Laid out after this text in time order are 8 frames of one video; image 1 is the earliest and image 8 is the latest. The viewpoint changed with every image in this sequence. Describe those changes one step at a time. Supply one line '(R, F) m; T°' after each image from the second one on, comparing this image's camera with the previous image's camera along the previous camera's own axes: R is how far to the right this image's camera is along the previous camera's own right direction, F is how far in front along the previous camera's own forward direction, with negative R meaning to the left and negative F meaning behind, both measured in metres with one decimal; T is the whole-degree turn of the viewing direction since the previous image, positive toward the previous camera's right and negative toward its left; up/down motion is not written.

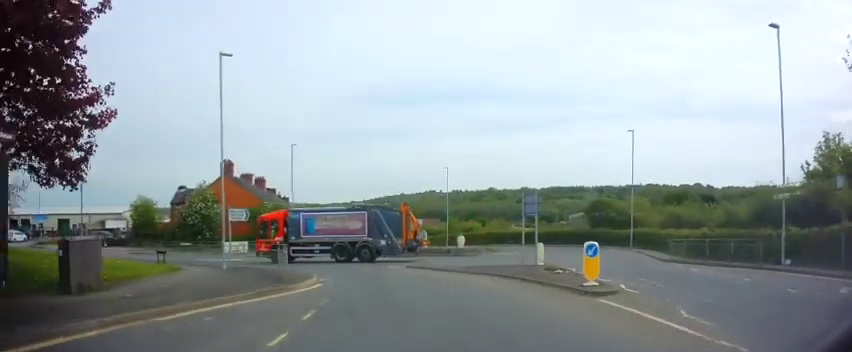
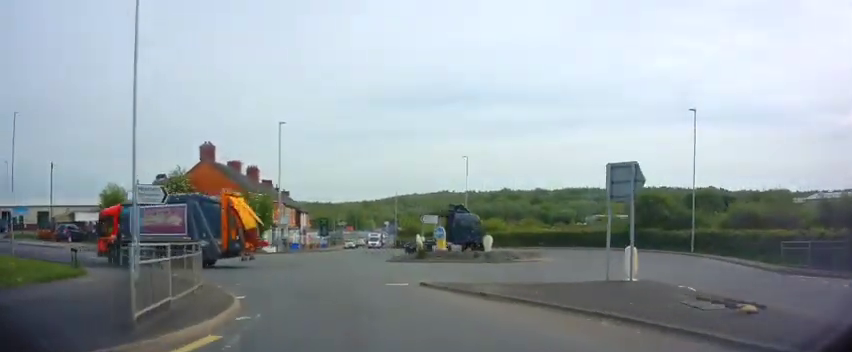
(-0.1, +8.6) m; -5°
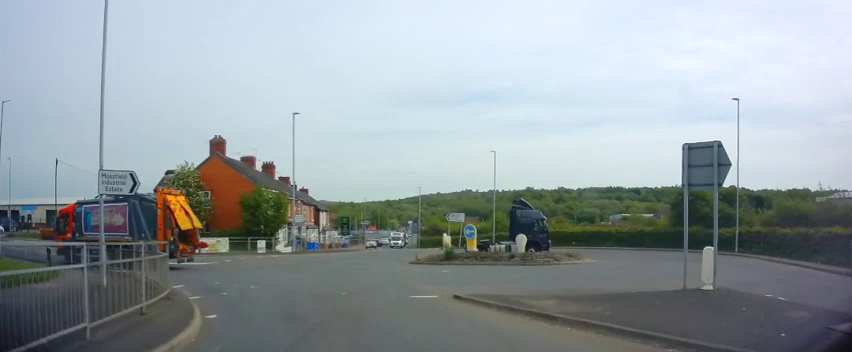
(-0.2, +3.0) m; -3°
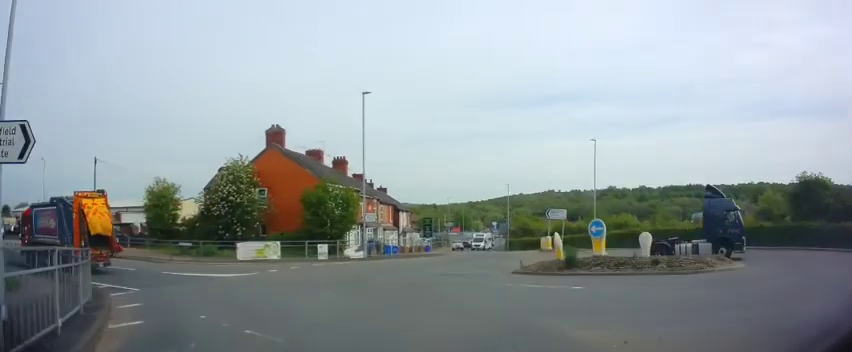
(-0.3, +6.1) m; -7°
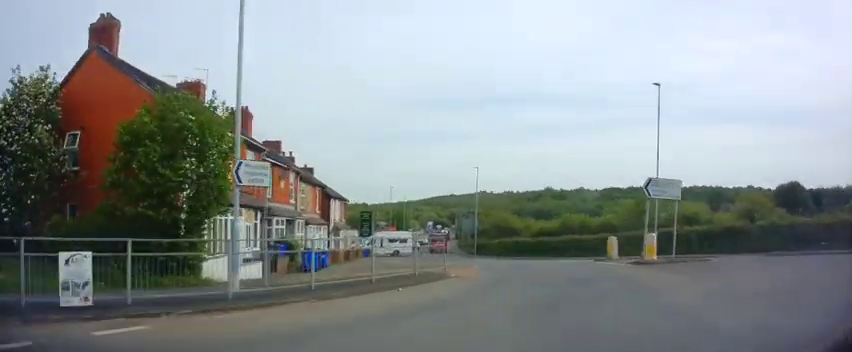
(-1.1, +19.0) m; +7°
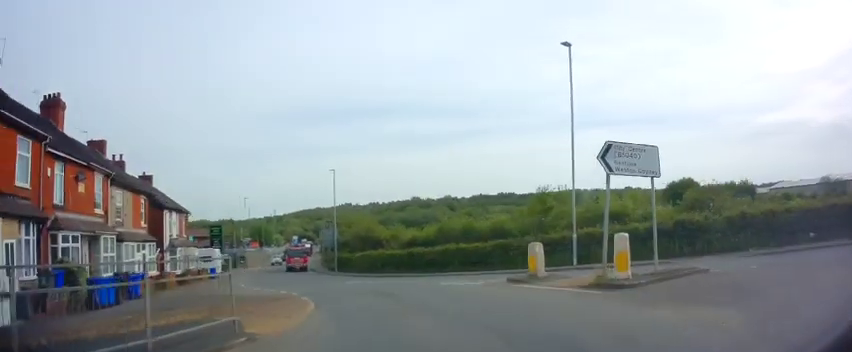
(+0.9, +7.9) m; +12°
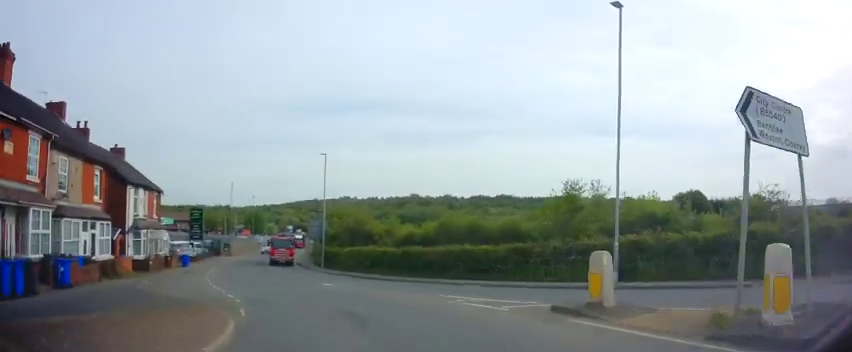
(+0.6, +4.8) m; 0°
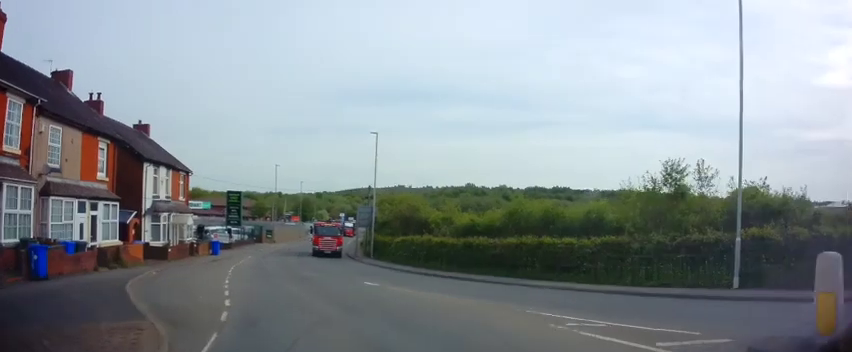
(0.0, +4.1) m; -3°
